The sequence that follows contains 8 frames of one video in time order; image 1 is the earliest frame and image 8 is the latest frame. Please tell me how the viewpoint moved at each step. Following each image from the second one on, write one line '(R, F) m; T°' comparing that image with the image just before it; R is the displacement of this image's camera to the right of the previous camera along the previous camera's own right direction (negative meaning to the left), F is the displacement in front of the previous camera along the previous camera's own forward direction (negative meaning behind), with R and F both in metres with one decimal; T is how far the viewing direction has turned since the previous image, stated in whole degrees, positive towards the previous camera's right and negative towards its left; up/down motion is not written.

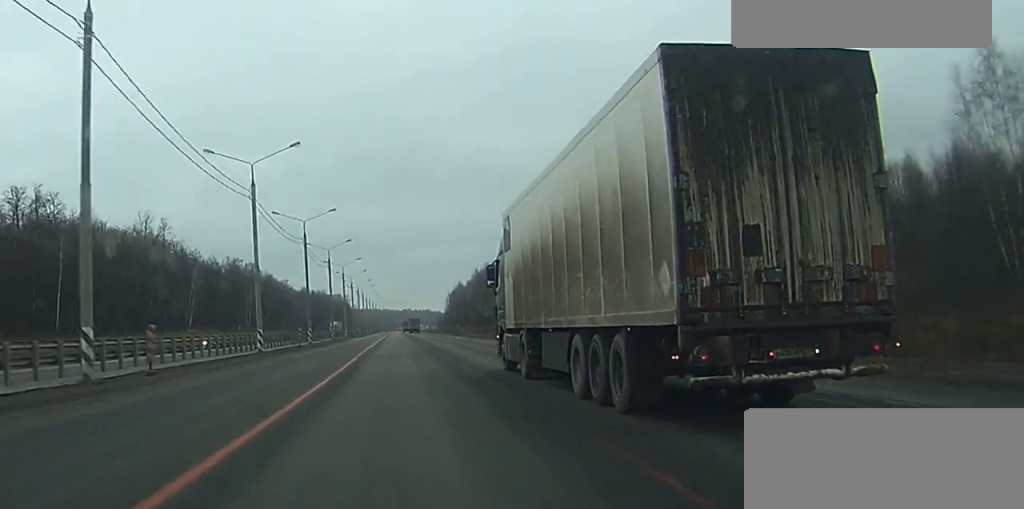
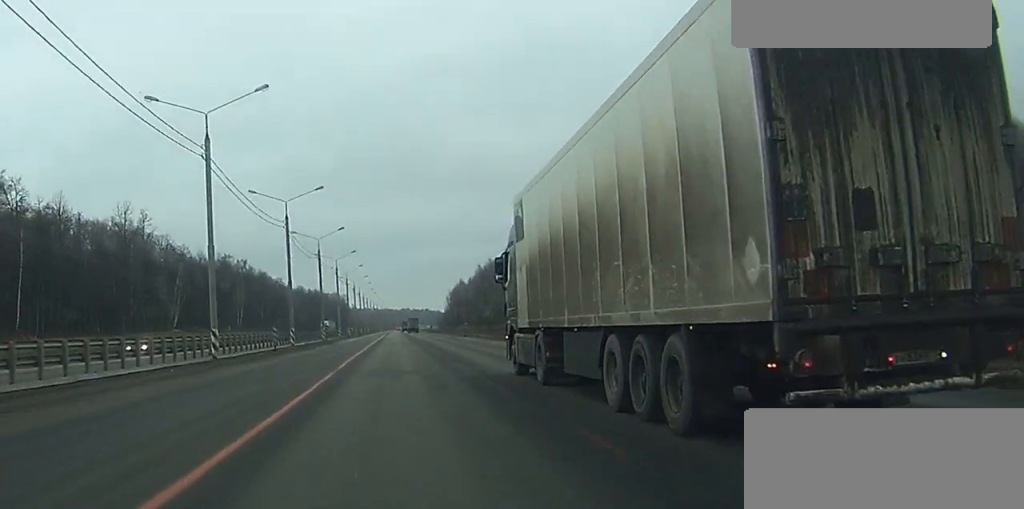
(0.0, +13.5) m; 0°
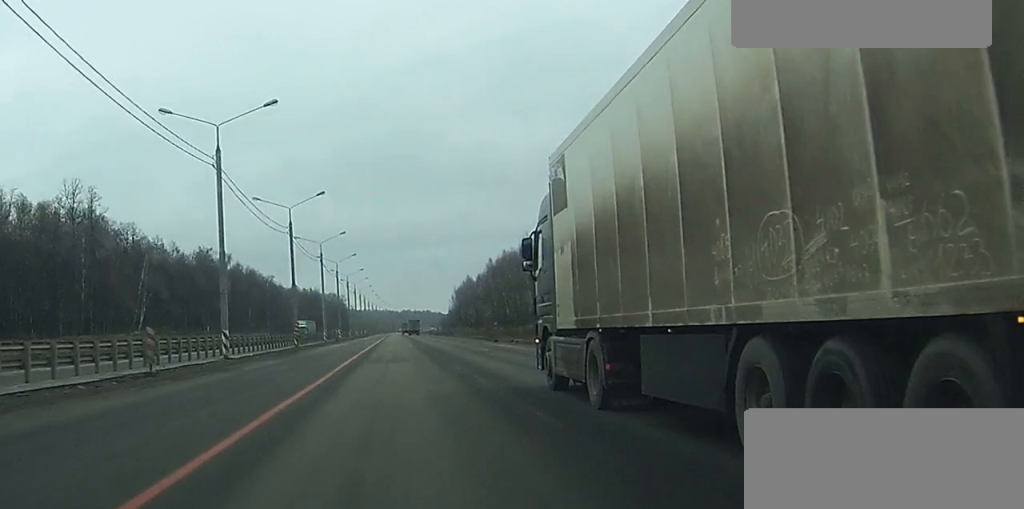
(0.0, +28.9) m; 0°
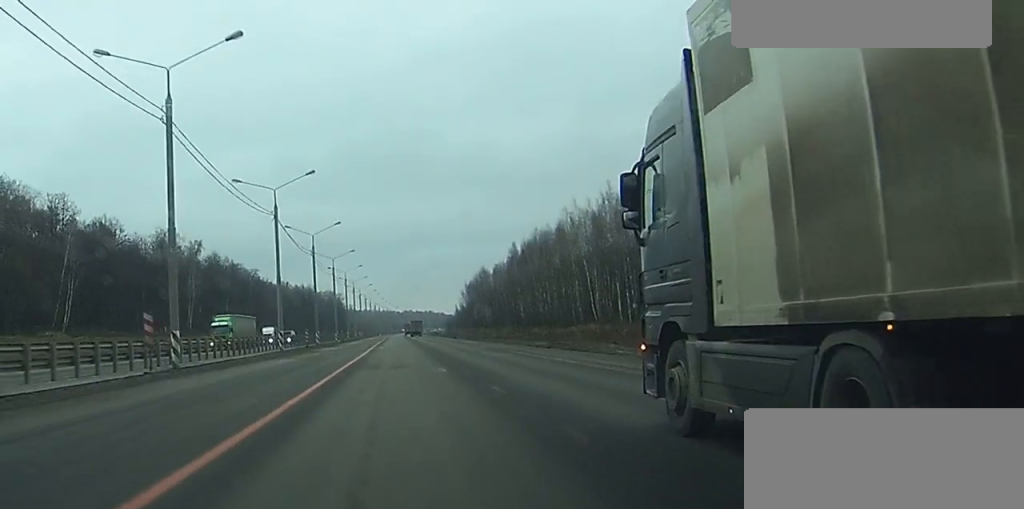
(-0.2, +42.1) m; 0°
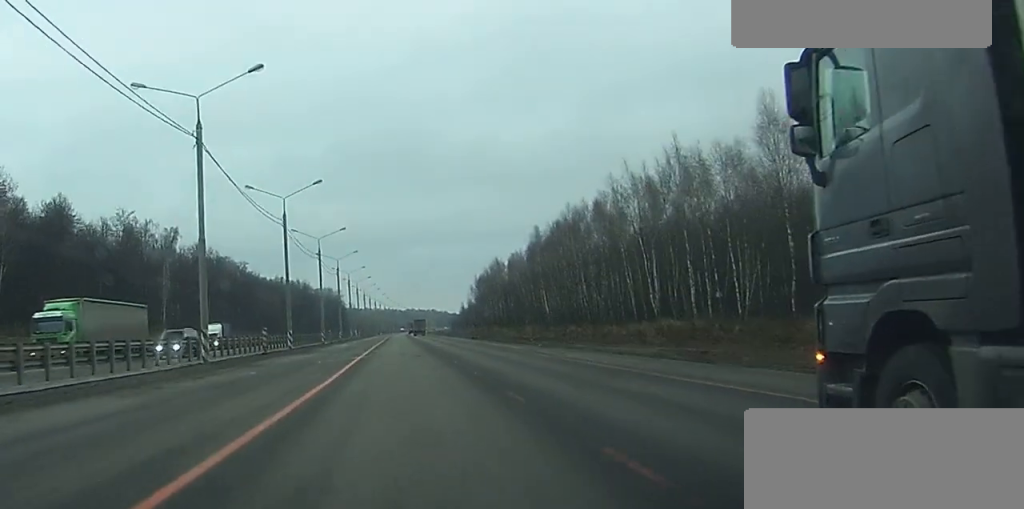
(0.0, +26.7) m; 0°
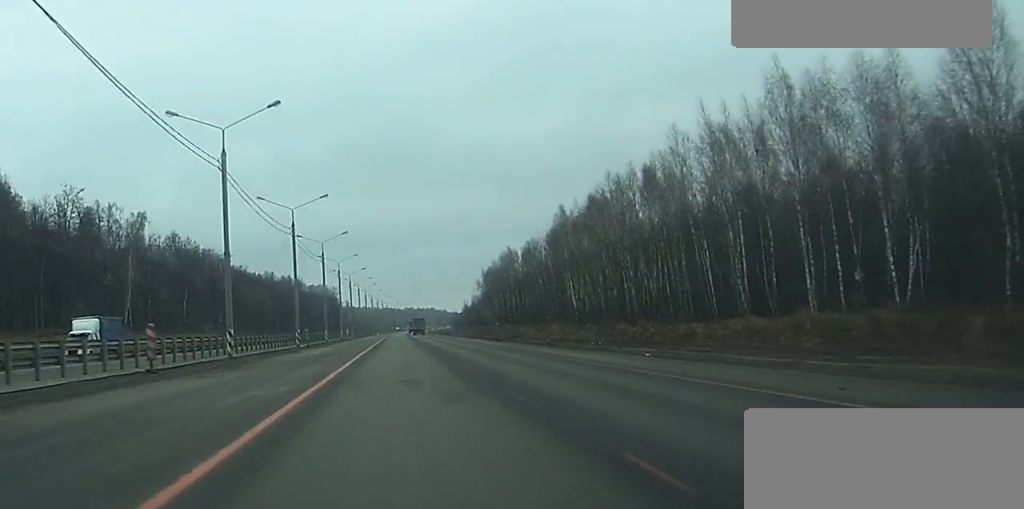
(0.0, +24.5) m; 0°
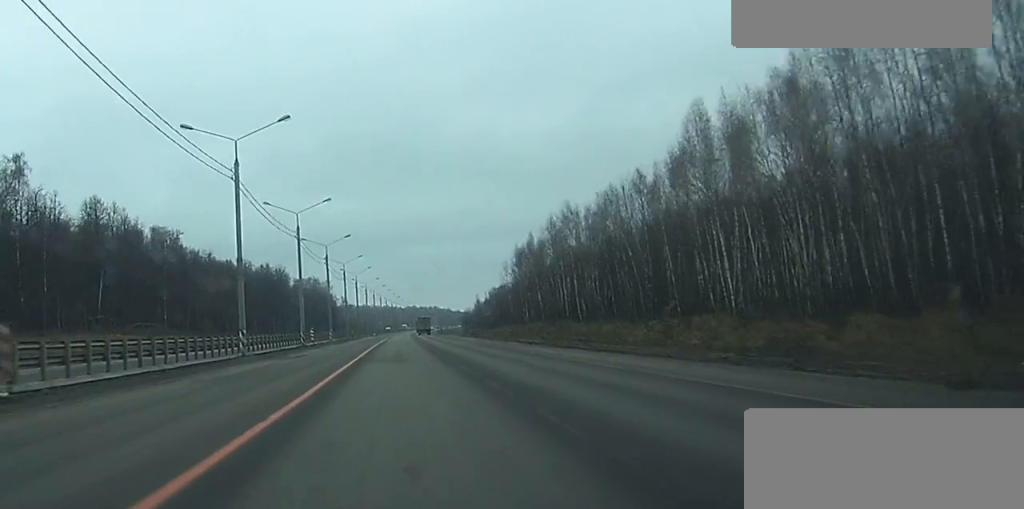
(-0.1, +58.9) m; 0°
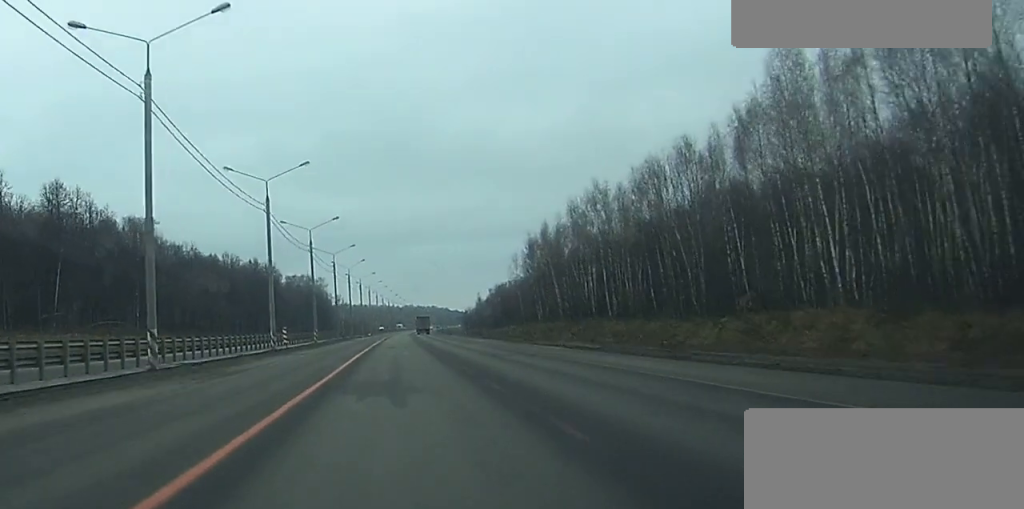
(0.0, +17.8) m; 0°
